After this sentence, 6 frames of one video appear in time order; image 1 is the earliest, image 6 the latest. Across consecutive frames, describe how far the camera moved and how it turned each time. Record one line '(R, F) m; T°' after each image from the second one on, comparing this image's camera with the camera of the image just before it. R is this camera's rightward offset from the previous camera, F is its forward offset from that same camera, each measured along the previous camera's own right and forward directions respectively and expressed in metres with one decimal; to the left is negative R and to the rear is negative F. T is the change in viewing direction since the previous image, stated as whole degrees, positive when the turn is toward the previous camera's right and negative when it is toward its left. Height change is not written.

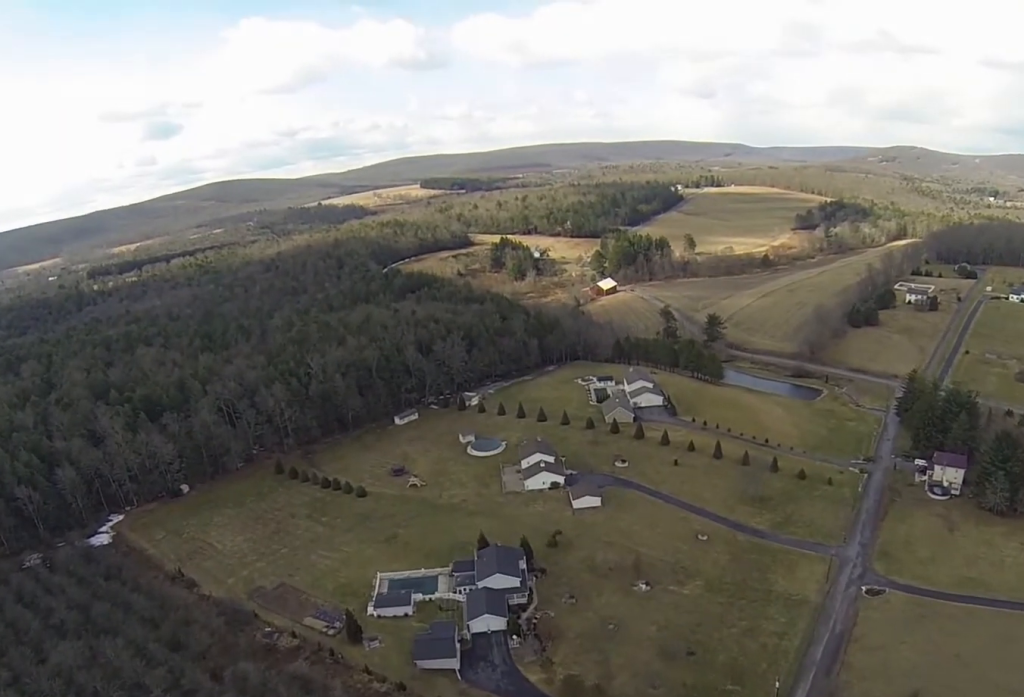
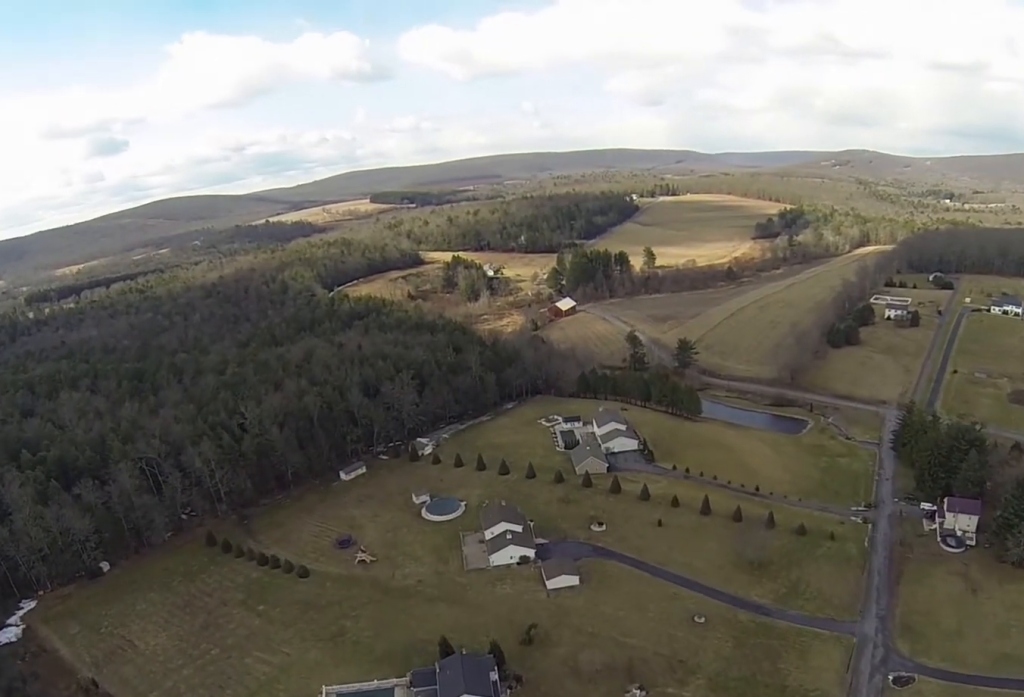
(+0.1, +26.8) m; 0°
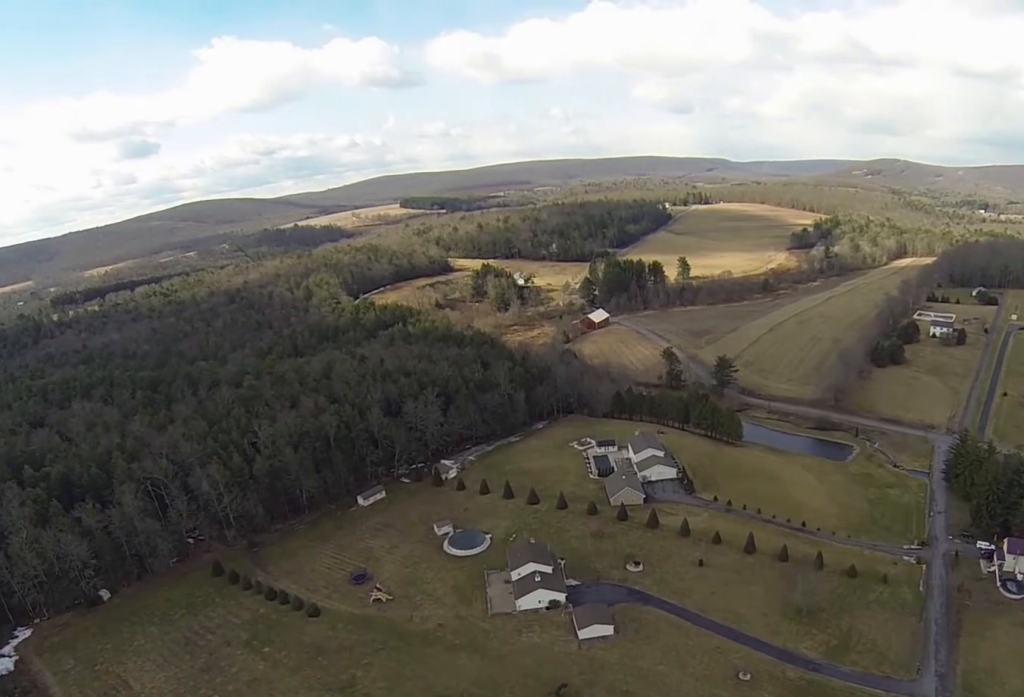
(-0.2, +12.8) m; -2°
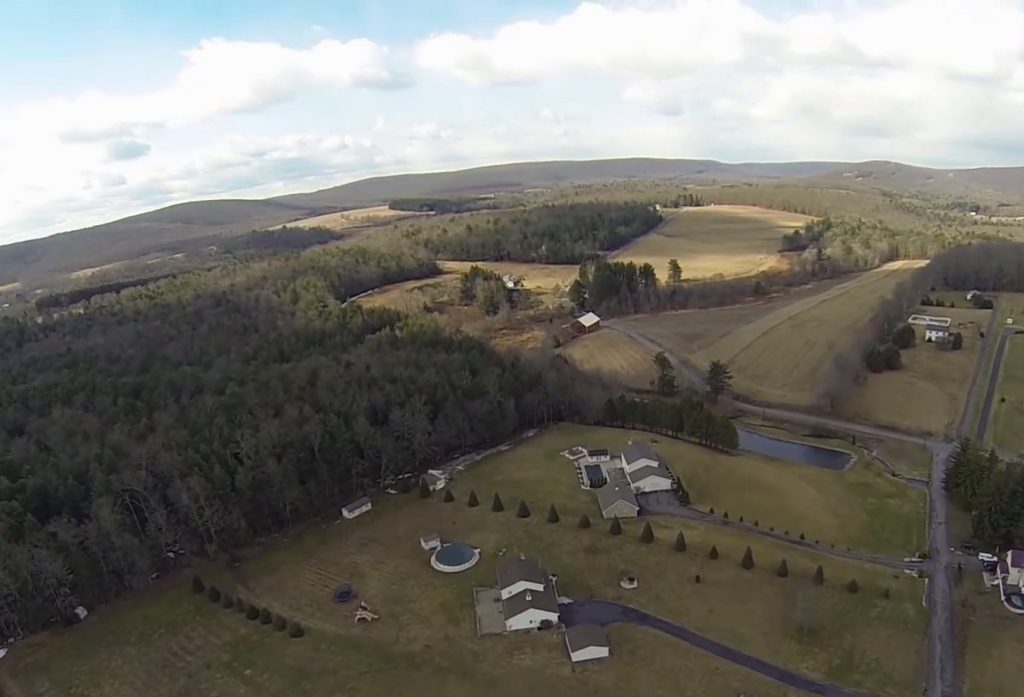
(0.0, +7.2) m; -1°
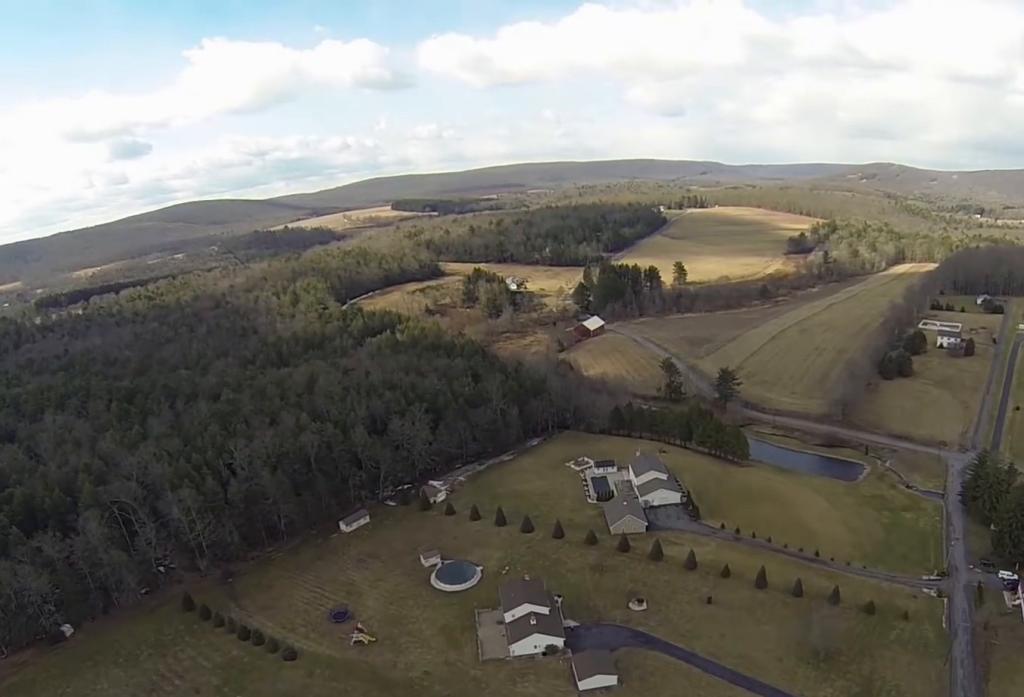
(-0.2, +7.4) m; -2°
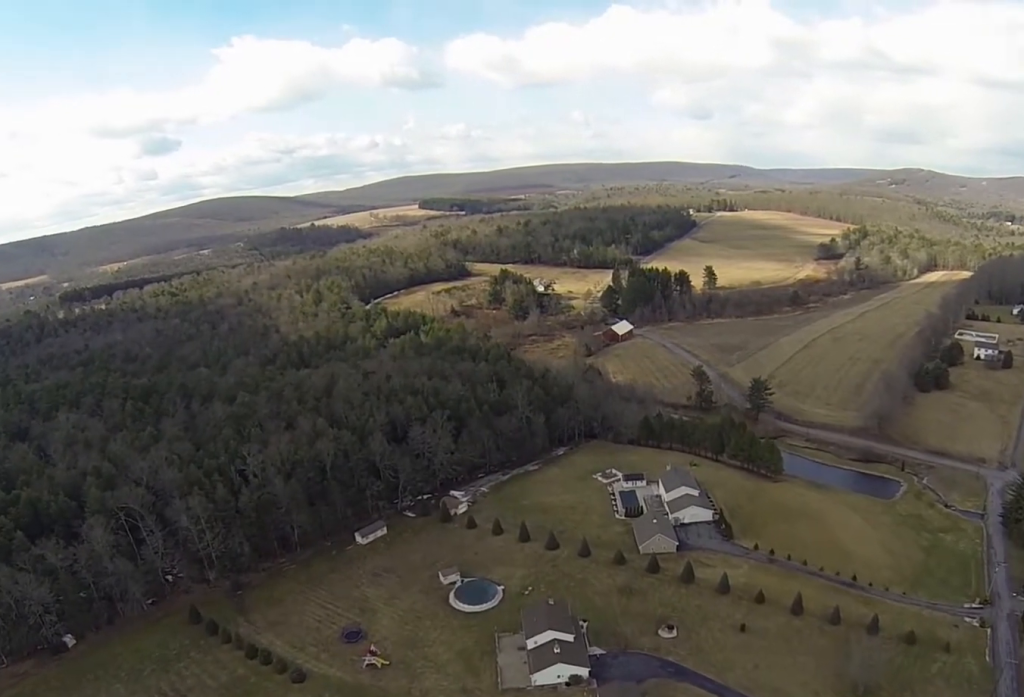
(-0.2, +7.6) m; -1°
